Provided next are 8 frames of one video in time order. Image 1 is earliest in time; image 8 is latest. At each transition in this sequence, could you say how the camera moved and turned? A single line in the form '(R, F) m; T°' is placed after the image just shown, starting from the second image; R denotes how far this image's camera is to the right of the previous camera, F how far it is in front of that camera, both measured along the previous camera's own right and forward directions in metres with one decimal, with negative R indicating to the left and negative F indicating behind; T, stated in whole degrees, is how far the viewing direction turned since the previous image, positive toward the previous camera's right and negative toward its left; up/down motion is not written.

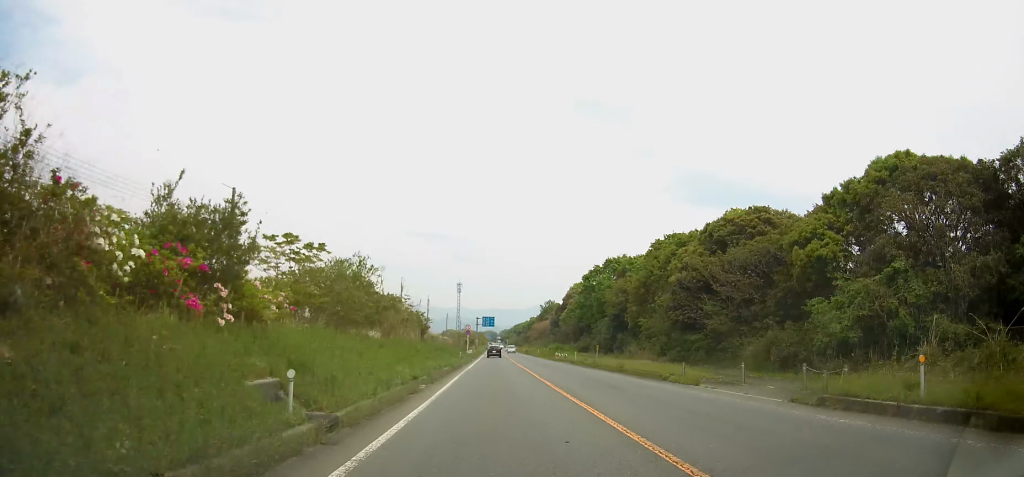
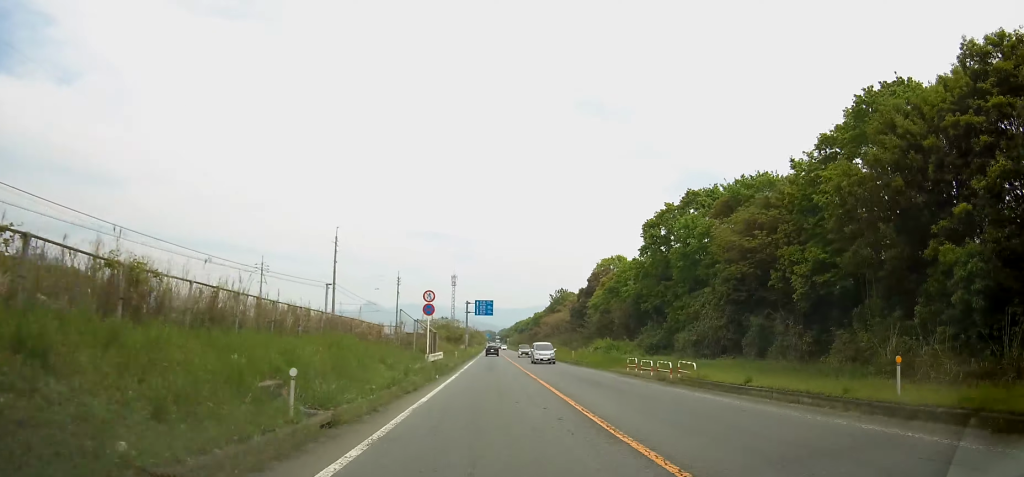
(0.0, +39.6) m; 0°
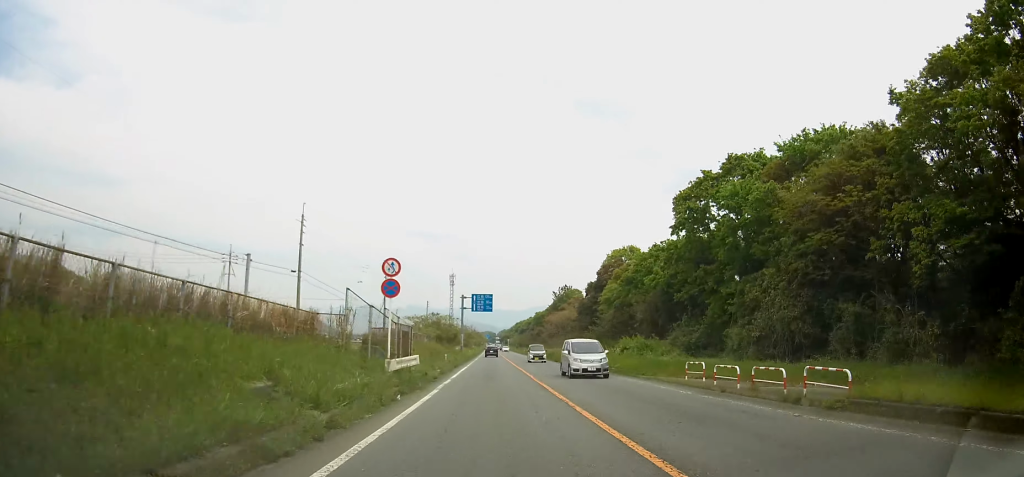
(0.0, +10.0) m; 0°
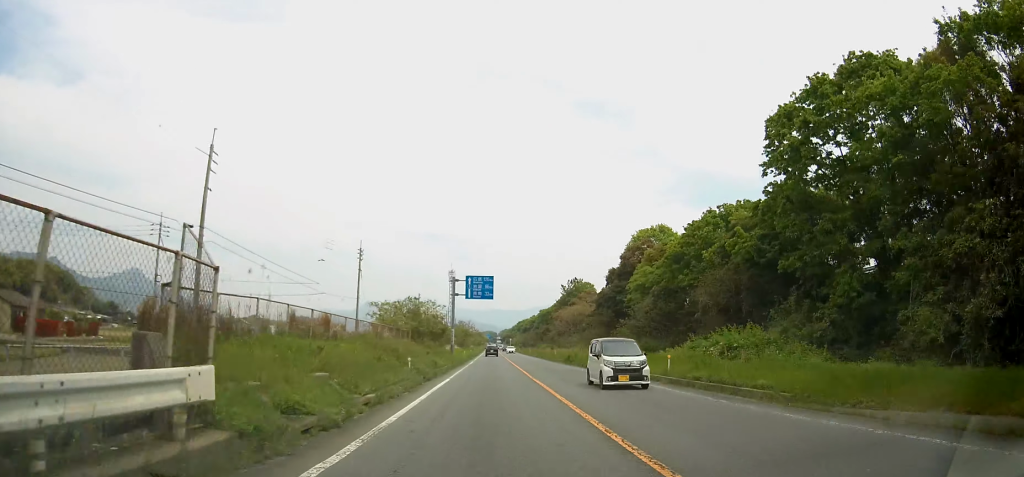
(0.0, +16.3) m; 0°
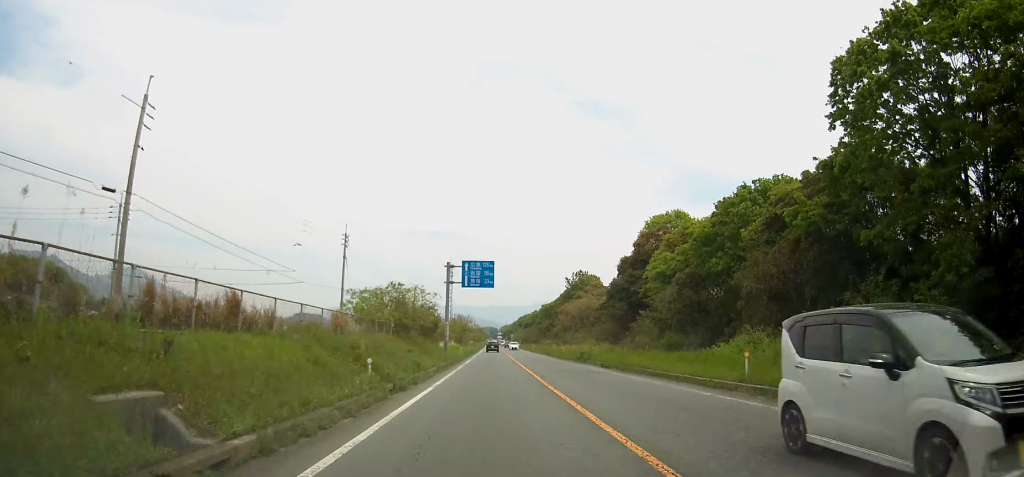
(0.0, +6.8) m; 0°
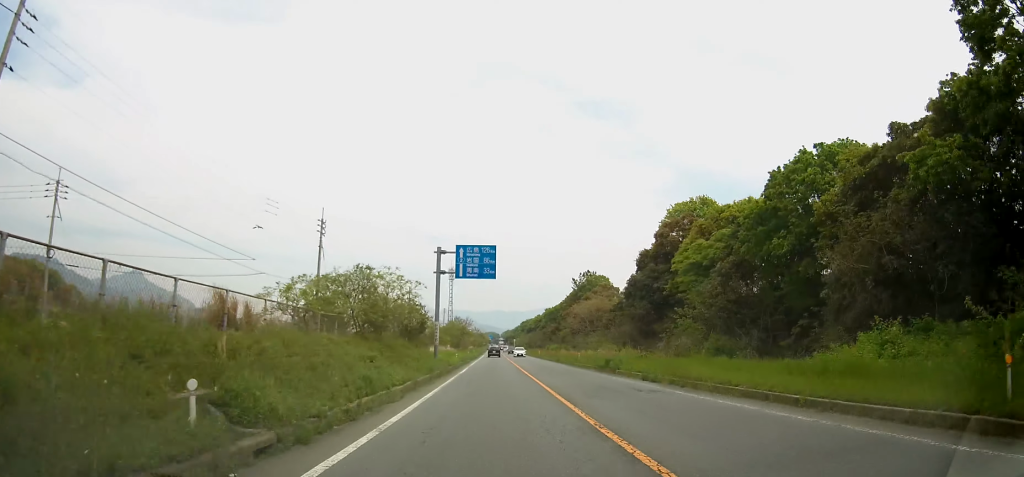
(0.0, +8.6) m; 0°
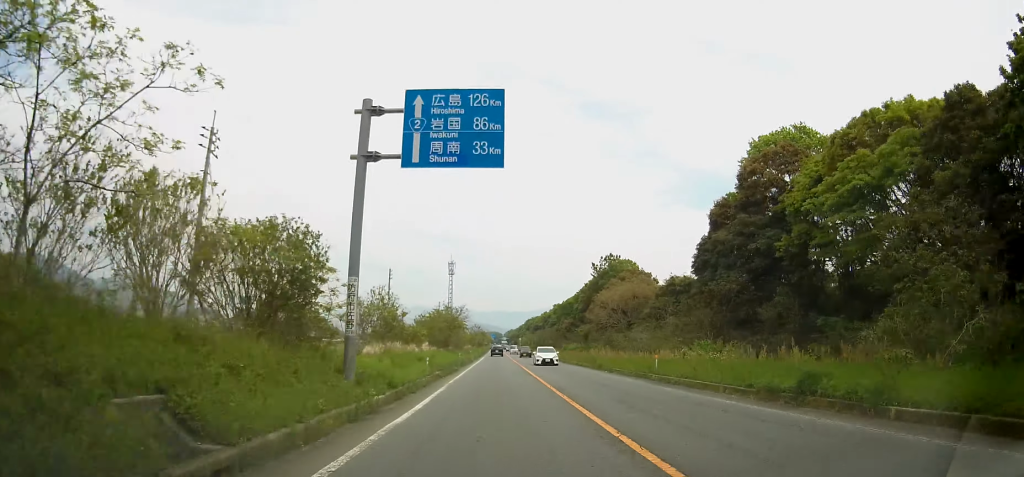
(-0.1, +21.0) m; 0°
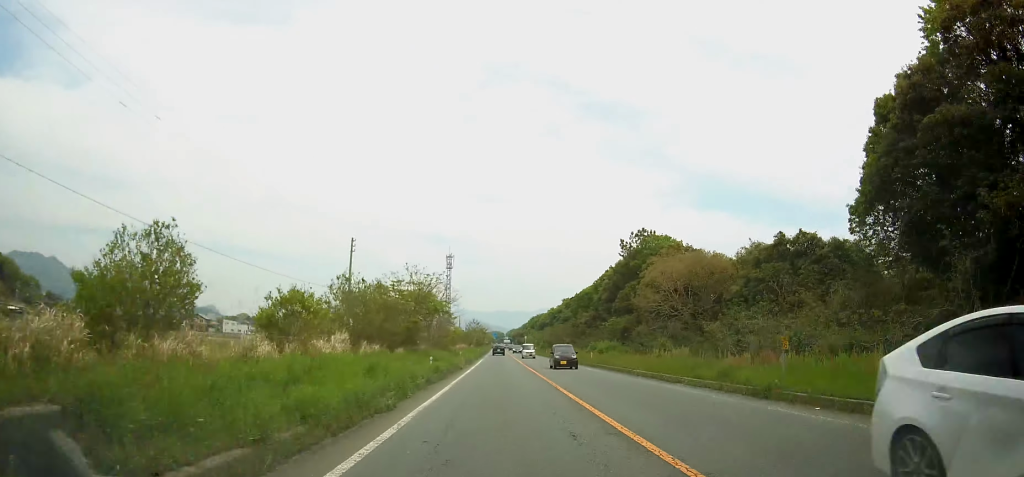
(+0.1, +21.5) m; 0°
